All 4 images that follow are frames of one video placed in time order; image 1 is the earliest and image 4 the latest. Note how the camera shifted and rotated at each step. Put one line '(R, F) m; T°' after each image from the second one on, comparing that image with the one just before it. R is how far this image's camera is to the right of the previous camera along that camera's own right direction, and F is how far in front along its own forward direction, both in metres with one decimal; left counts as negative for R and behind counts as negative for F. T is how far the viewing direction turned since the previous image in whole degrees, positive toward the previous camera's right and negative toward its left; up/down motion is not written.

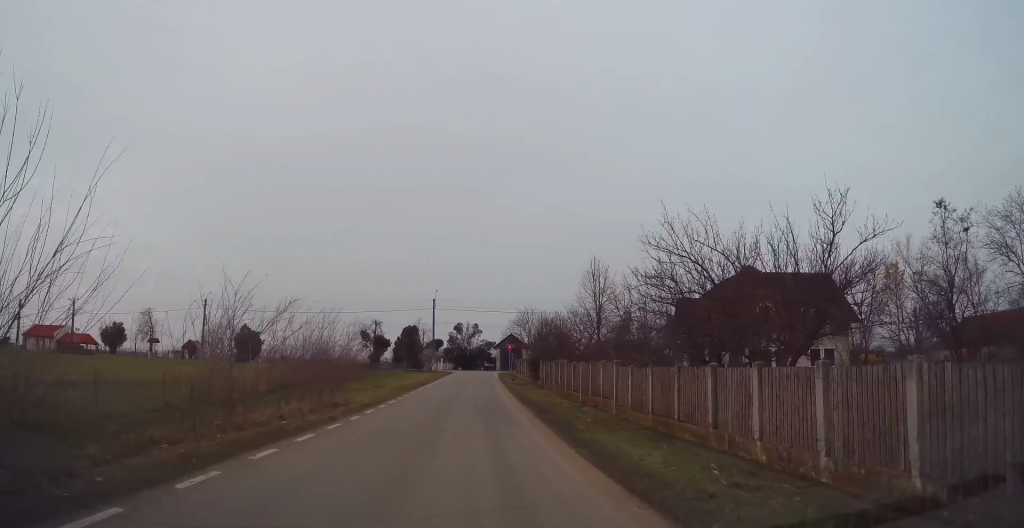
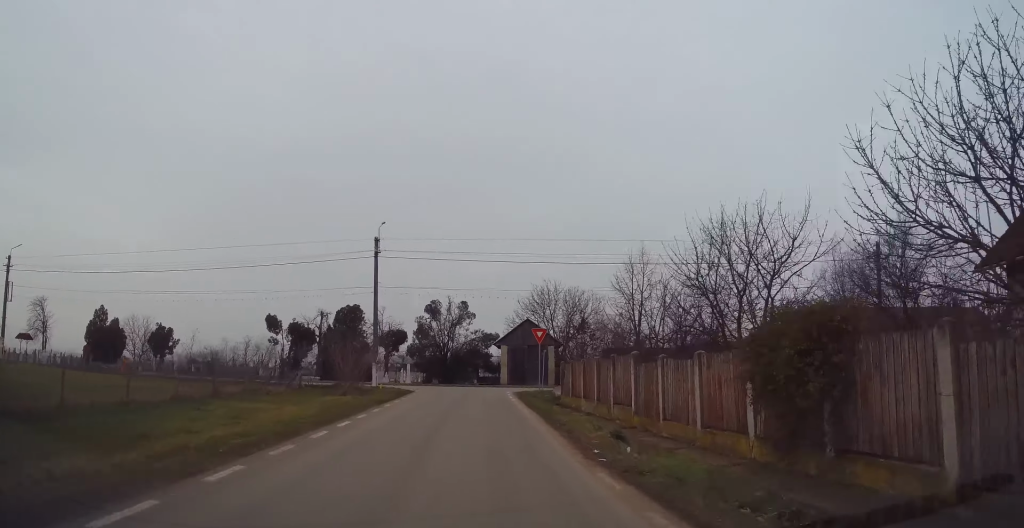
(0.0, +37.8) m; 0°
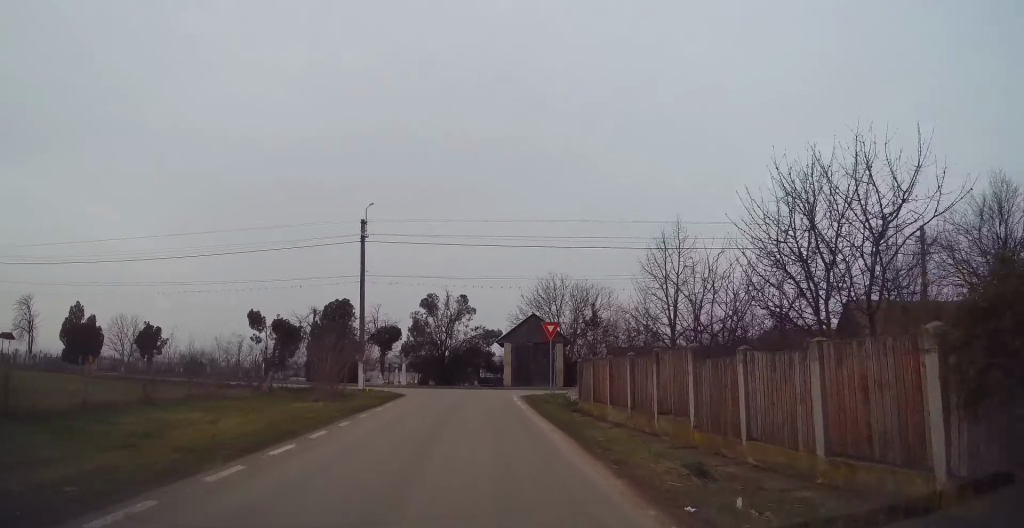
(-0.2, +4.3) m; 0°
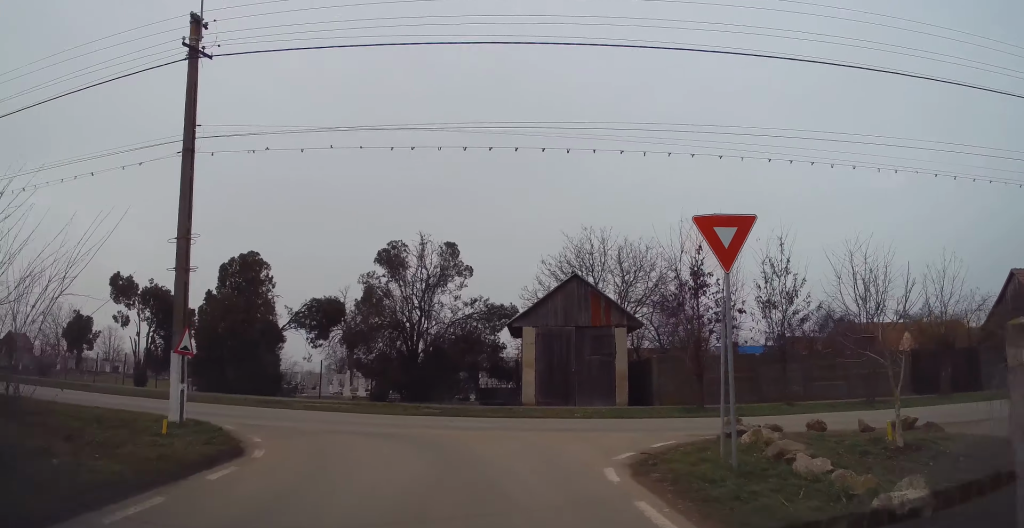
(+0.1, +19.9) m; -1°
